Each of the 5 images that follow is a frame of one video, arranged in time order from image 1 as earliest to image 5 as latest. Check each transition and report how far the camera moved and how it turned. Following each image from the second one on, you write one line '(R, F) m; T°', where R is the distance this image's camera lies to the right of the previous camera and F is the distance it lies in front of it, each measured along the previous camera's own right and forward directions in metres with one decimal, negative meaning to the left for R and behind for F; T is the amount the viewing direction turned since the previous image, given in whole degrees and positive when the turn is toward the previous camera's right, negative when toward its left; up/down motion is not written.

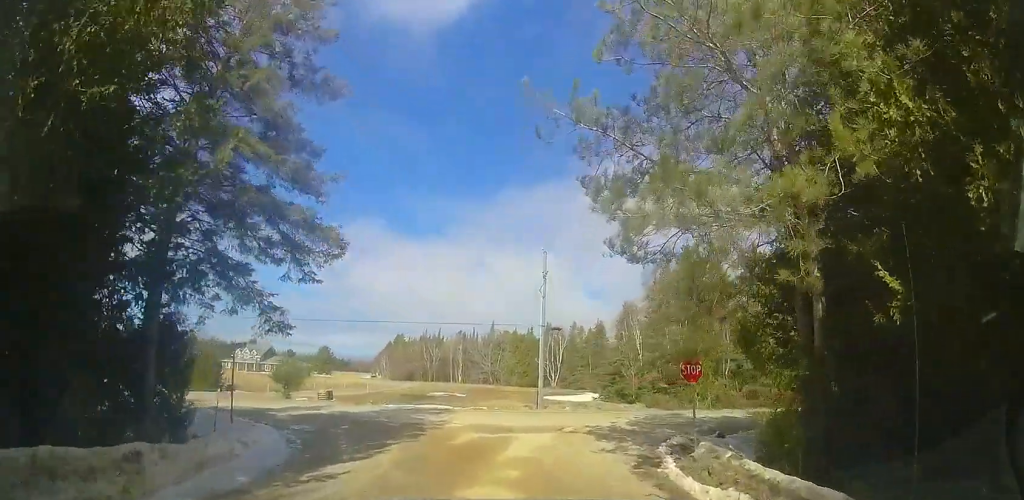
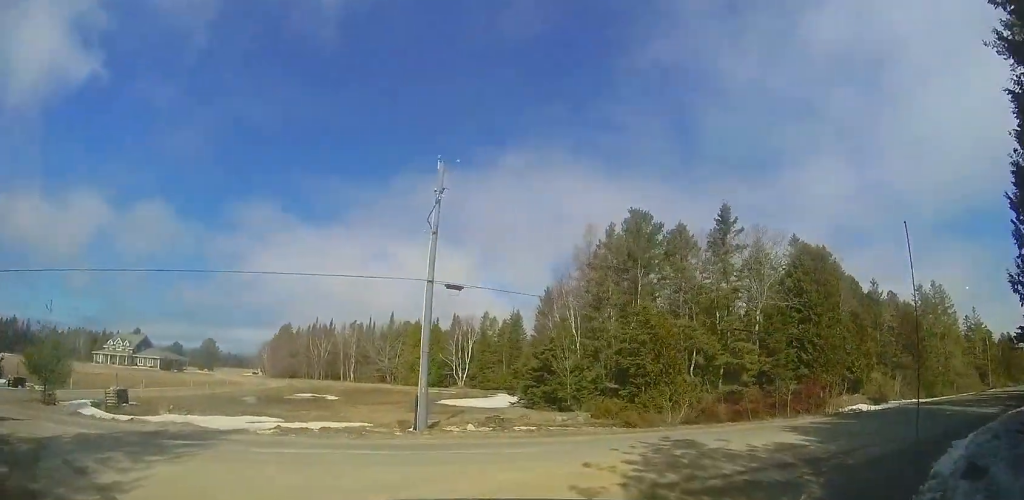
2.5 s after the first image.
(+1.2, +11.6) m; +28°
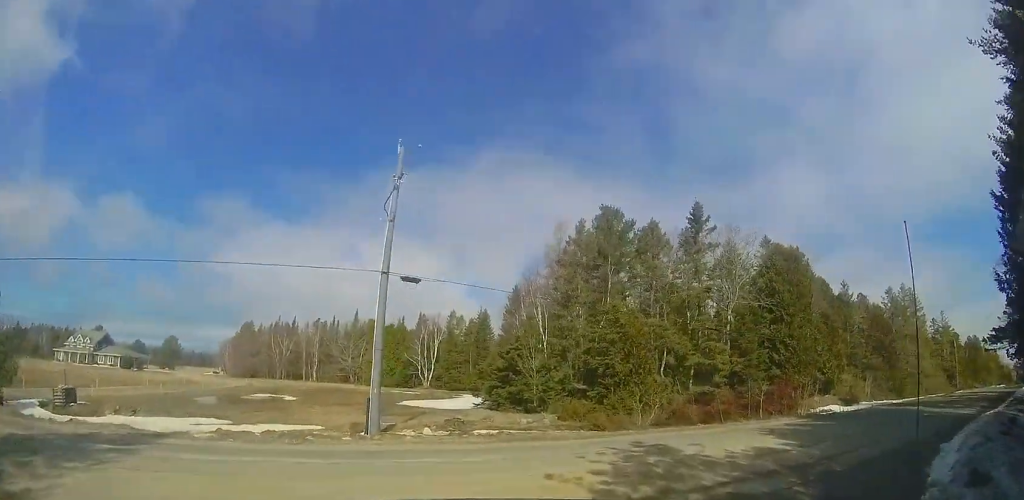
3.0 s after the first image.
(0.0, +1.4) m; +11°
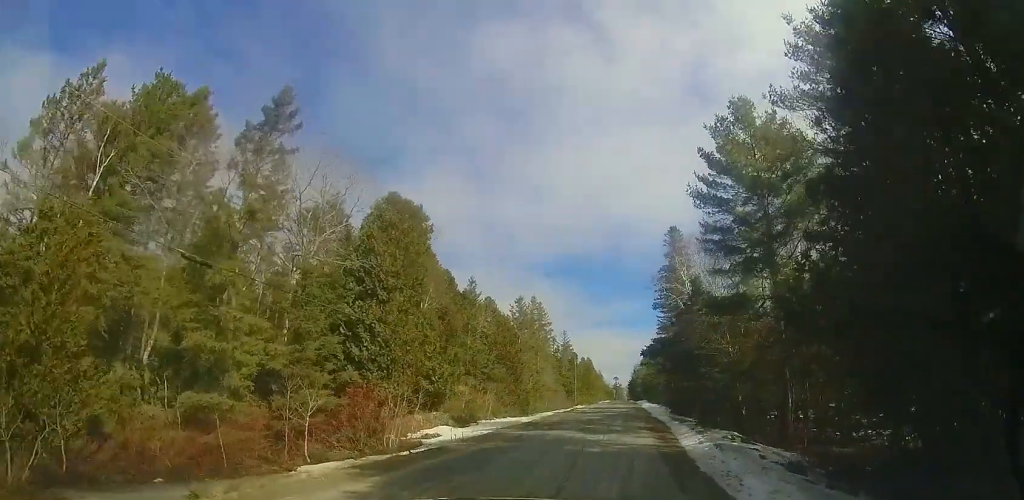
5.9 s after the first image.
(+4.6, +8.6) m; +34°
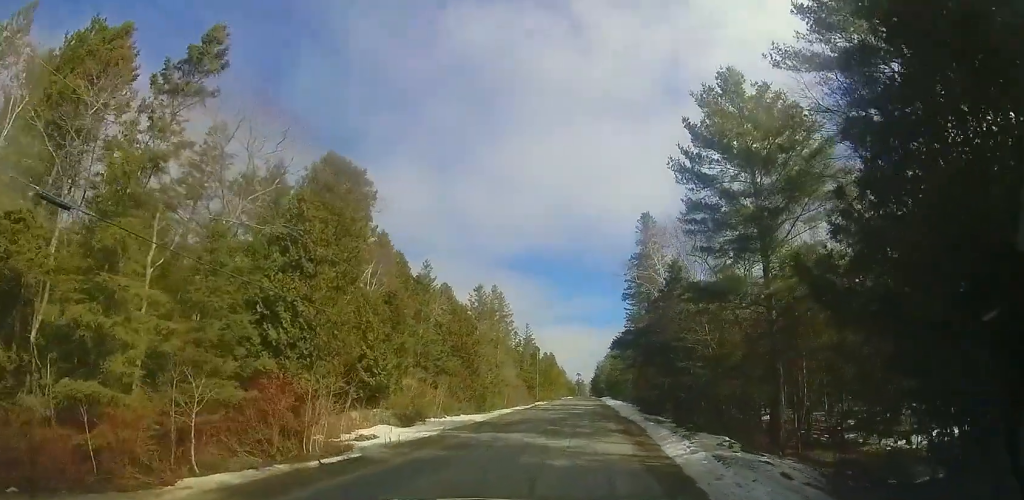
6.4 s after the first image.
(0.0, +2.7) m; +3°
